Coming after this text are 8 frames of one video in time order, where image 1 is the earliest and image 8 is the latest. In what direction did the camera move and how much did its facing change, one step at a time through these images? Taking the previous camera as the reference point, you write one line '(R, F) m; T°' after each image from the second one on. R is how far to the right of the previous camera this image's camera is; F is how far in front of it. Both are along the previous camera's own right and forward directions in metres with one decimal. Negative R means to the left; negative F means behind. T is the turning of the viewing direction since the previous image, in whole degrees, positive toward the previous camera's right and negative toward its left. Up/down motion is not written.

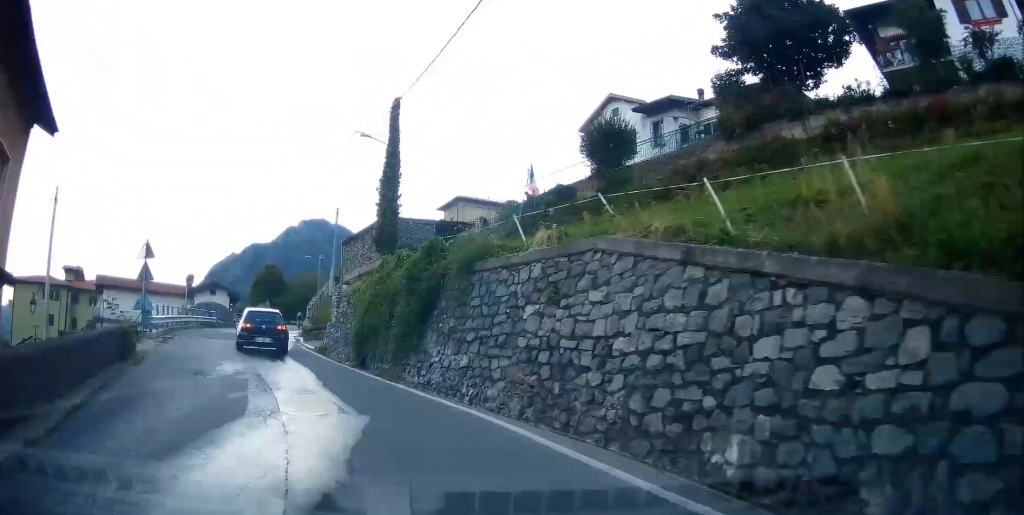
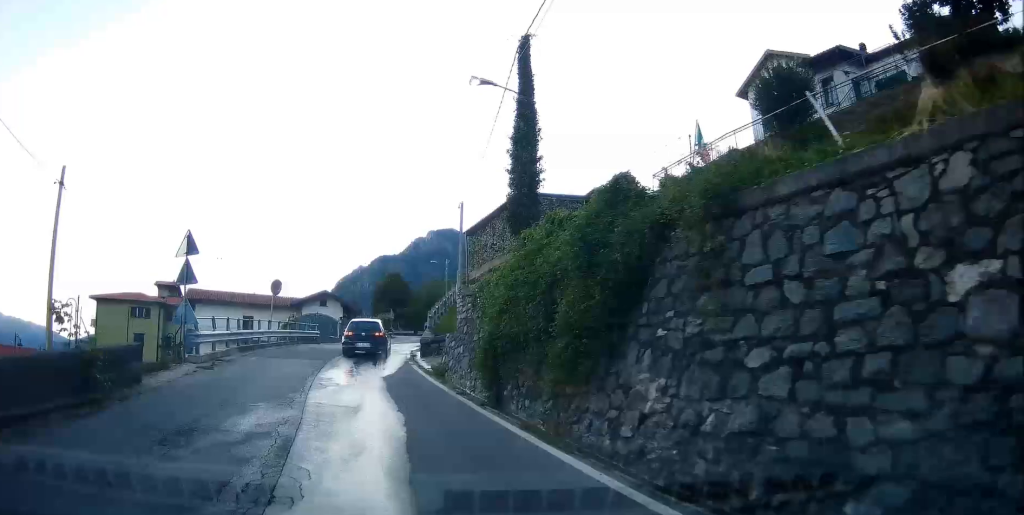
(-0.7, +7.4) m; -12°
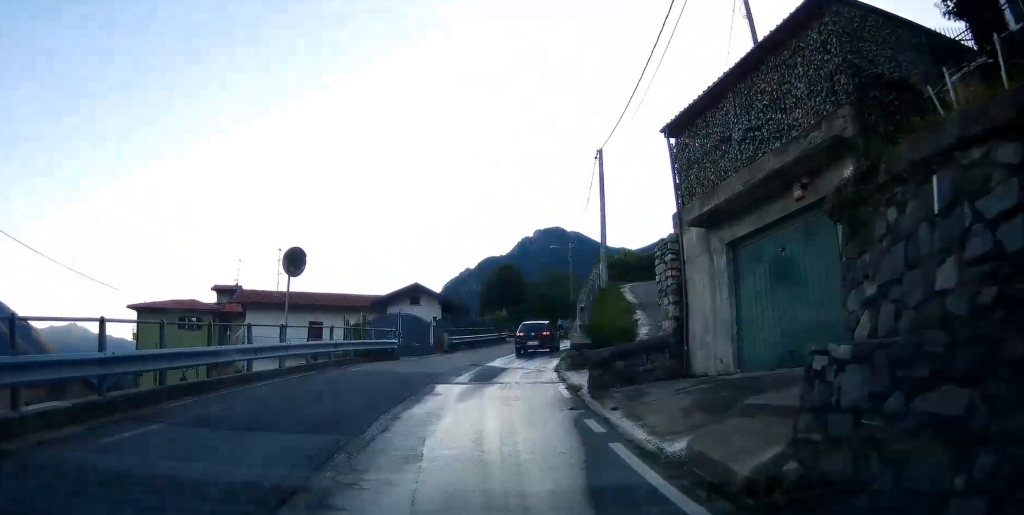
(-1.6, +14.1) m; -8°
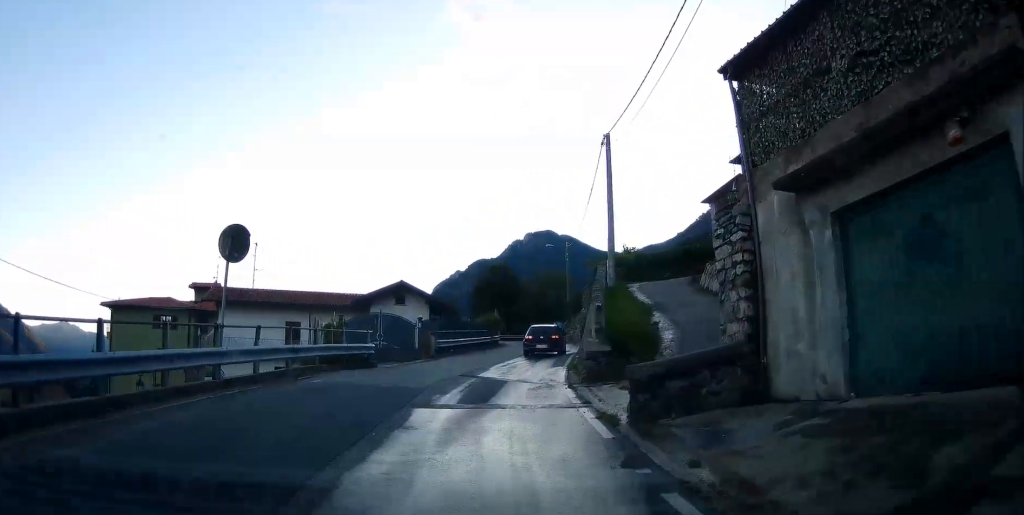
(-0.1, +3.7) m; 0°
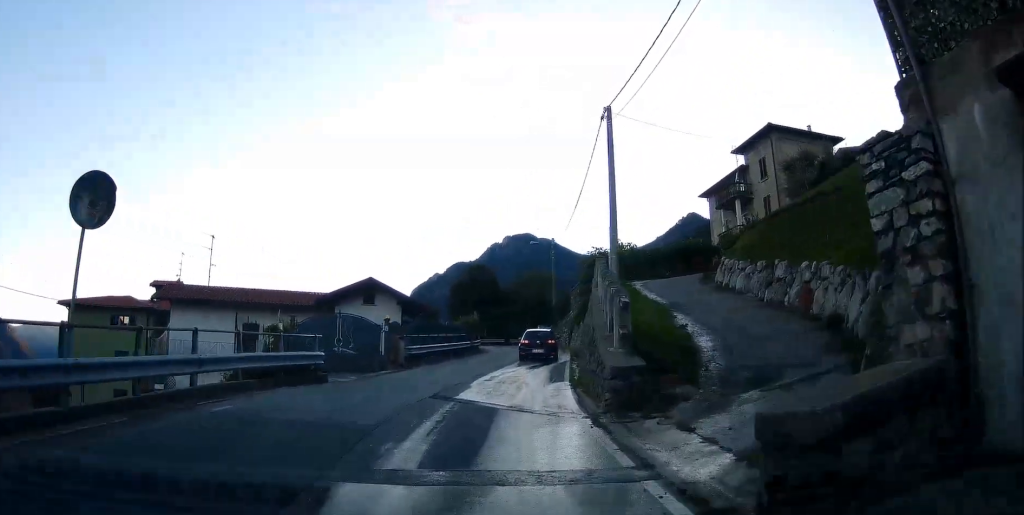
(-0.2, +4.4) m; +1°
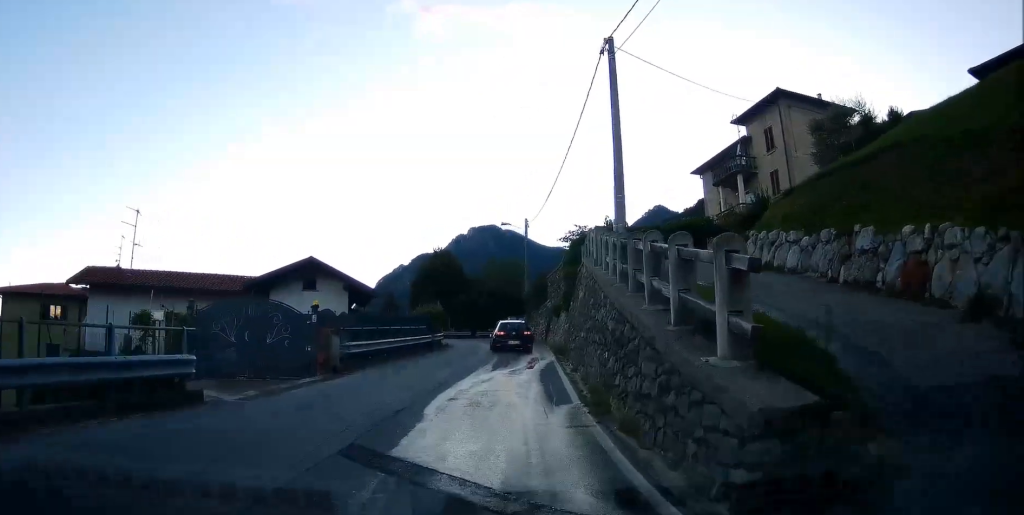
(+0.2, +6.1) m; +2°
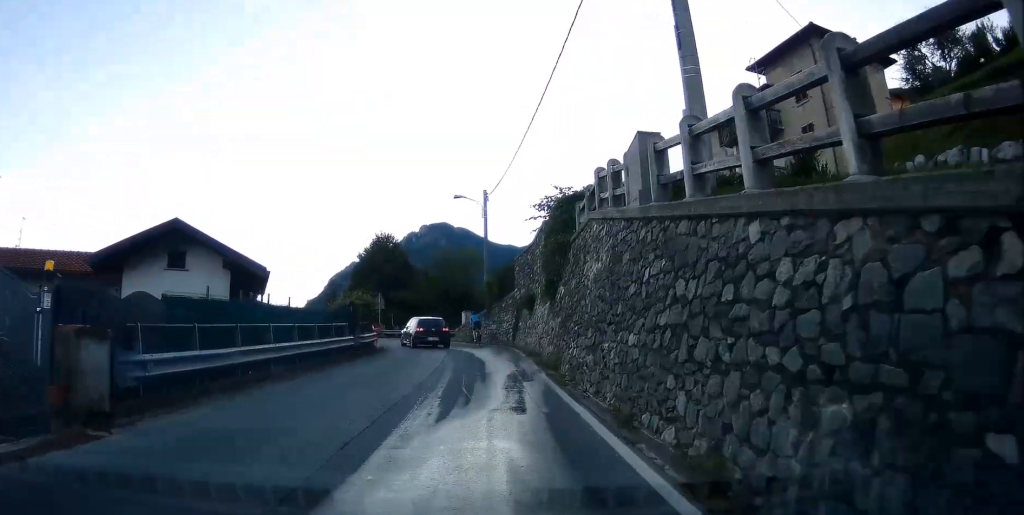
(+0.3, +10.2) m; +3°
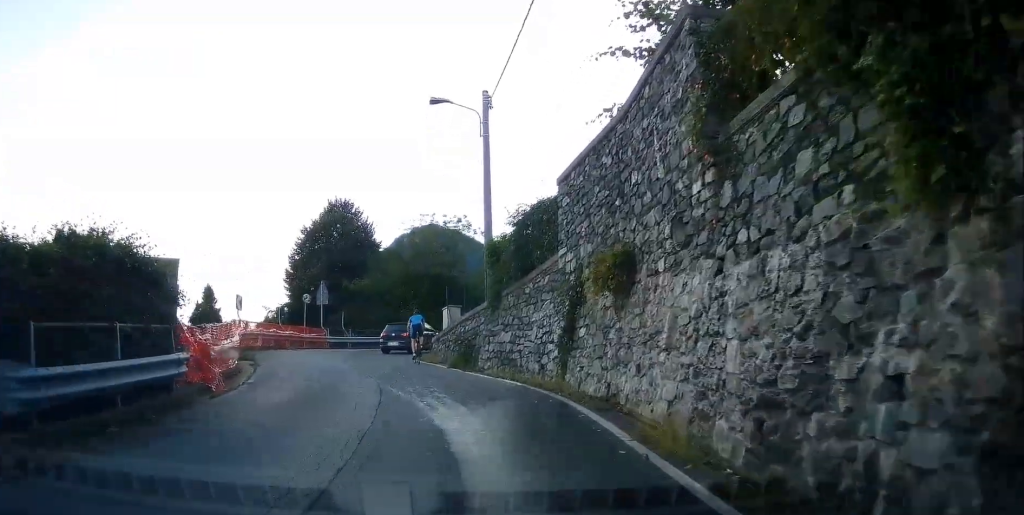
(+0.9, +18.2) m; +1°
